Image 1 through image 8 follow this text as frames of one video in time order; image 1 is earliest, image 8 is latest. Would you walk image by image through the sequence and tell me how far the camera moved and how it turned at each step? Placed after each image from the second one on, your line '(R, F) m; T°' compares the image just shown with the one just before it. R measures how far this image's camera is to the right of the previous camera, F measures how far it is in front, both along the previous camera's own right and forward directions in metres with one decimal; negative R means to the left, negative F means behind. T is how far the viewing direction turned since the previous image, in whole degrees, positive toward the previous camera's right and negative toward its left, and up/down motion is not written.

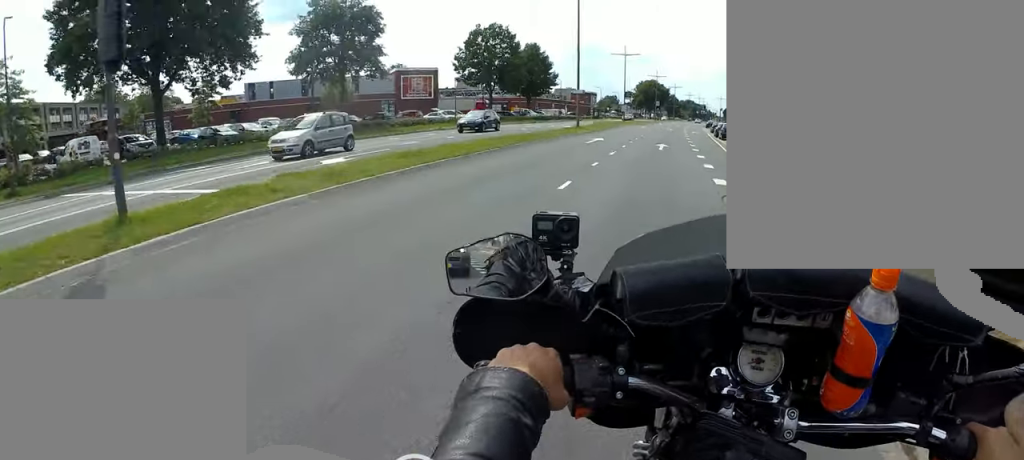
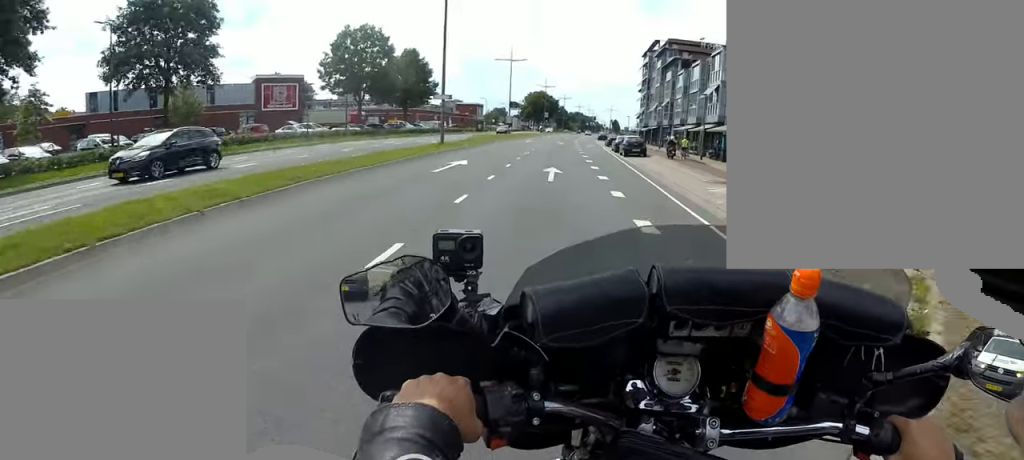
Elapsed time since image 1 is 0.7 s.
(0.0, +8.5) m; 0°
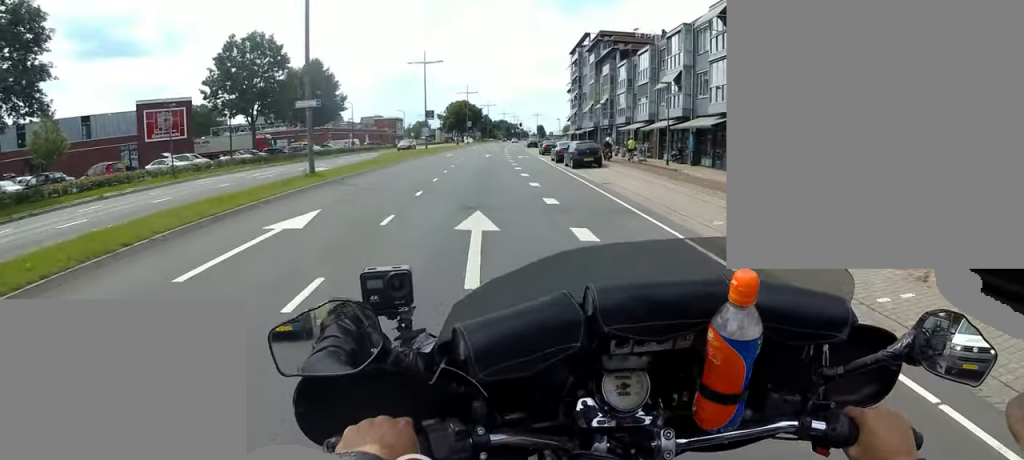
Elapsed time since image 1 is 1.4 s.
(0.0, +8.8) m; 0°
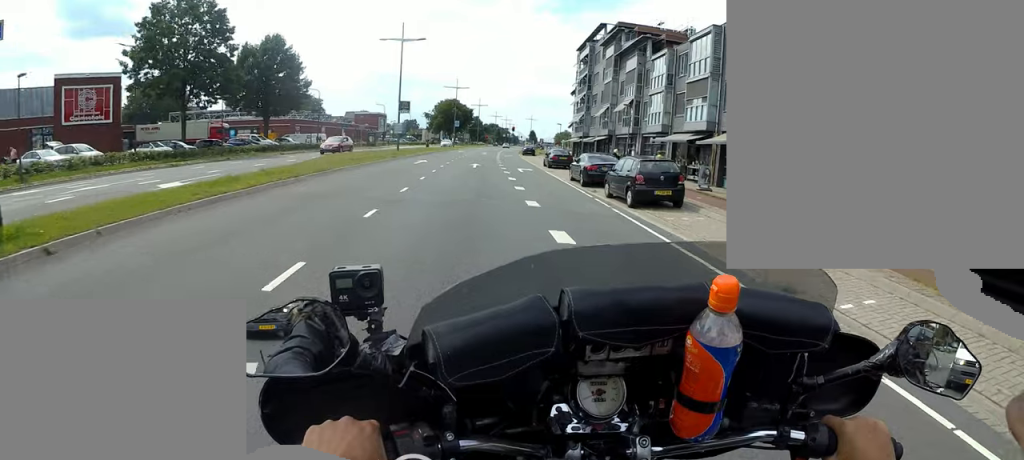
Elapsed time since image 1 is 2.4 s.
(0.0, +12.2) m; 0°
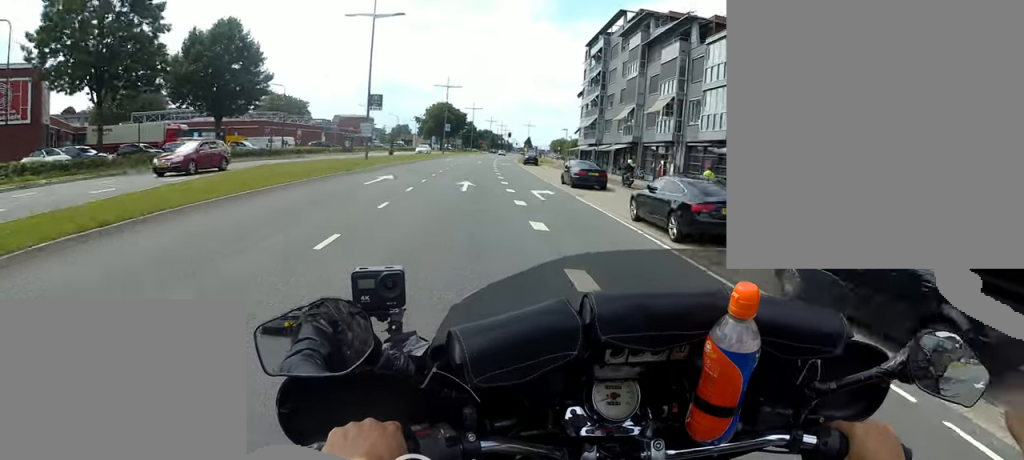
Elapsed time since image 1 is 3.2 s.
(0.0, +10.4) m; 0°
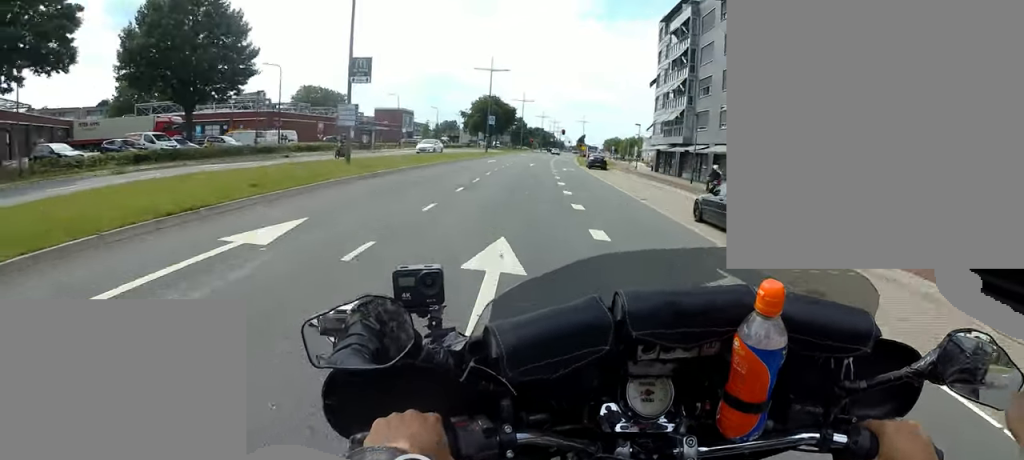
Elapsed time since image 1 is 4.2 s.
(0.0, +13.0) m; 0°
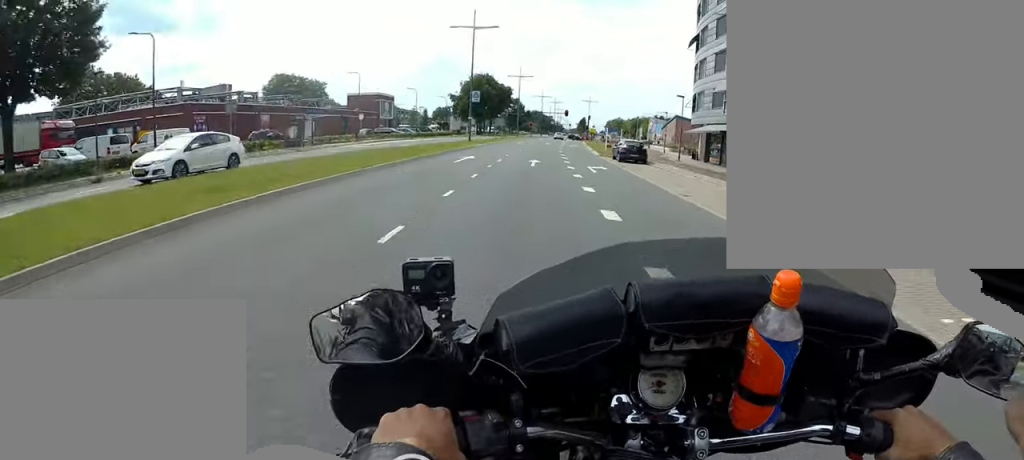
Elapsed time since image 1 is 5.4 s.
(0.0, +15.5) m; +6°
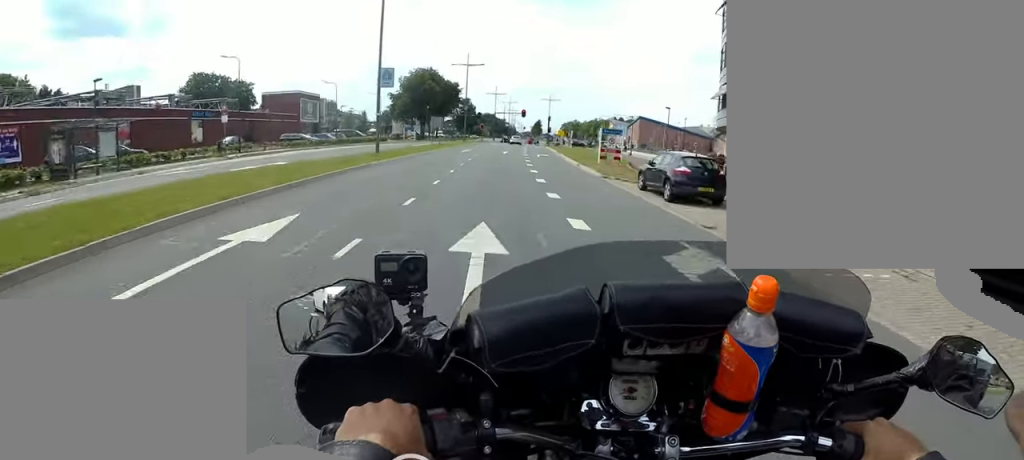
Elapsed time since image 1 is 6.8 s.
(+1.3, +16.0) m; 0°
